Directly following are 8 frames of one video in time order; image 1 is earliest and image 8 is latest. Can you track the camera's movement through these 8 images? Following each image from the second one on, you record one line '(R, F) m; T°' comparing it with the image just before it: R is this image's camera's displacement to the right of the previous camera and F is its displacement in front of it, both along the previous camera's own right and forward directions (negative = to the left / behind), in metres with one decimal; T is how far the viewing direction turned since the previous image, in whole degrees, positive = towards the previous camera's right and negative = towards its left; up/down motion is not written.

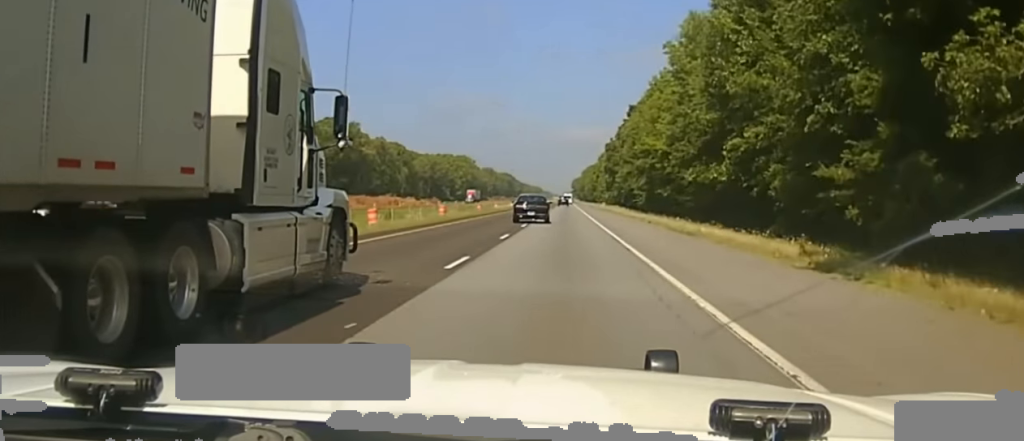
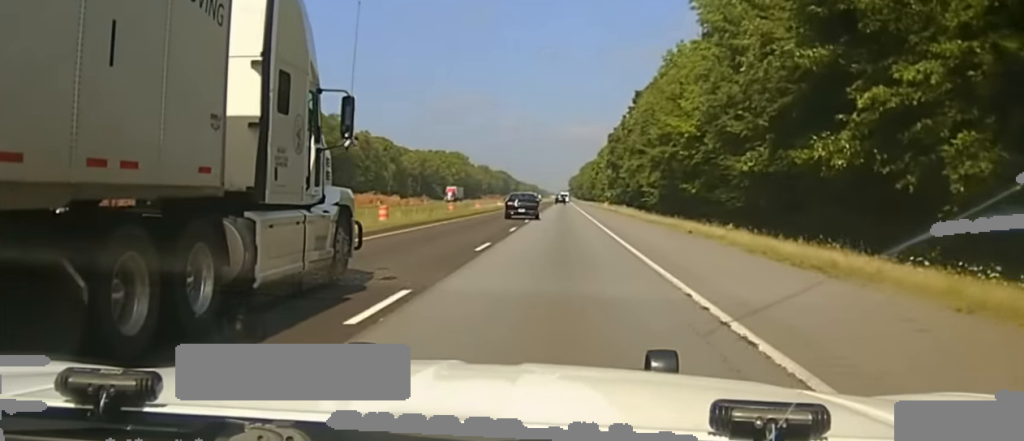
(0.0, +18.9) m; 0°
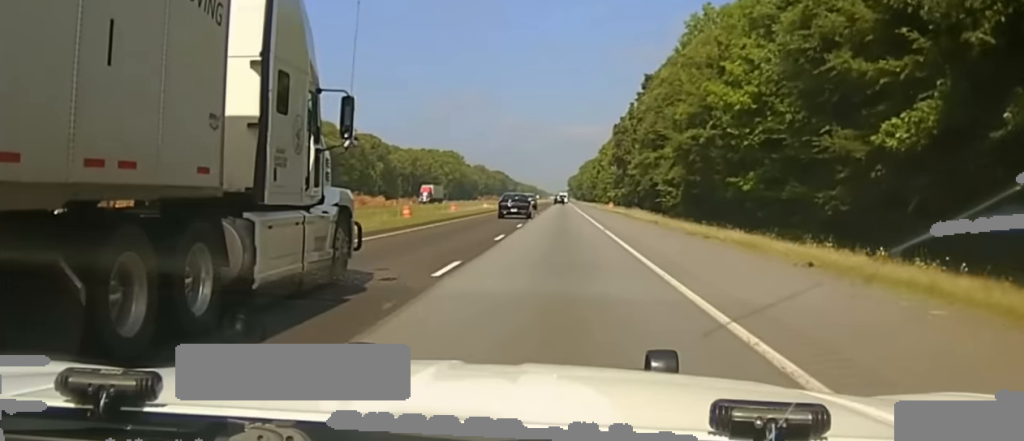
(0.0, +19.6) m; 0°
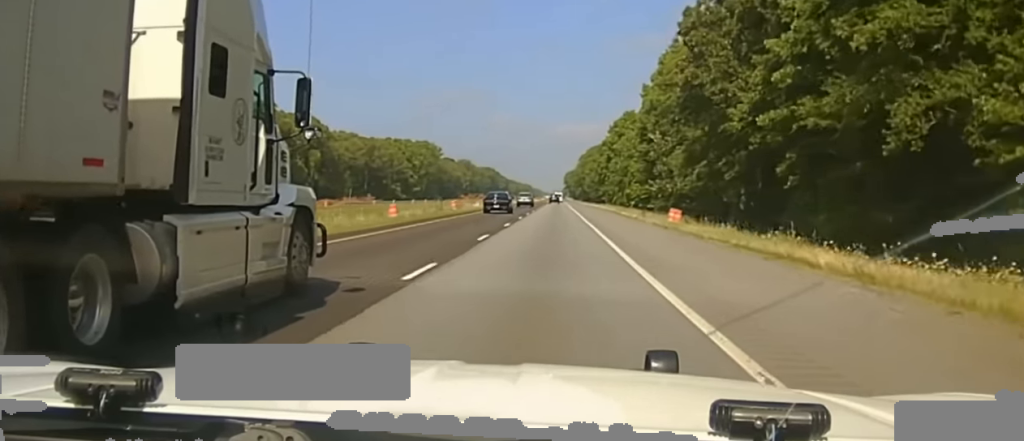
(-0.1, +69.5) m; 0°
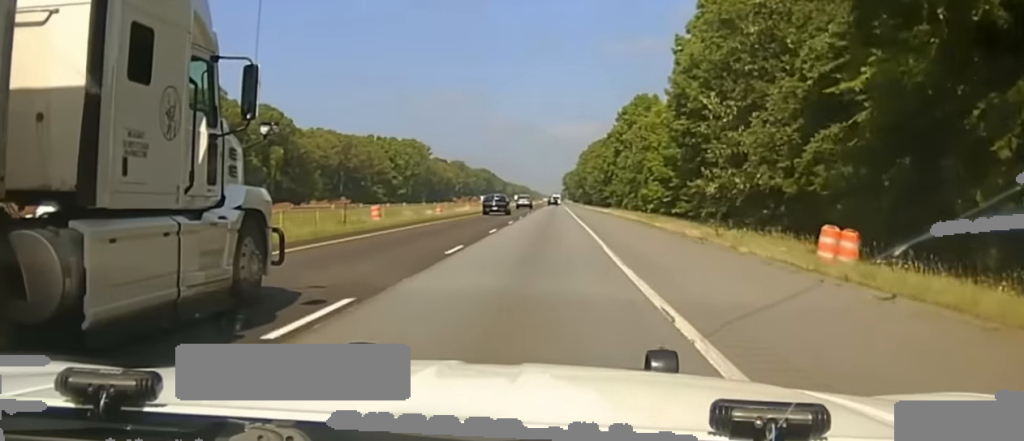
(0.0, +26.4) m; 0°
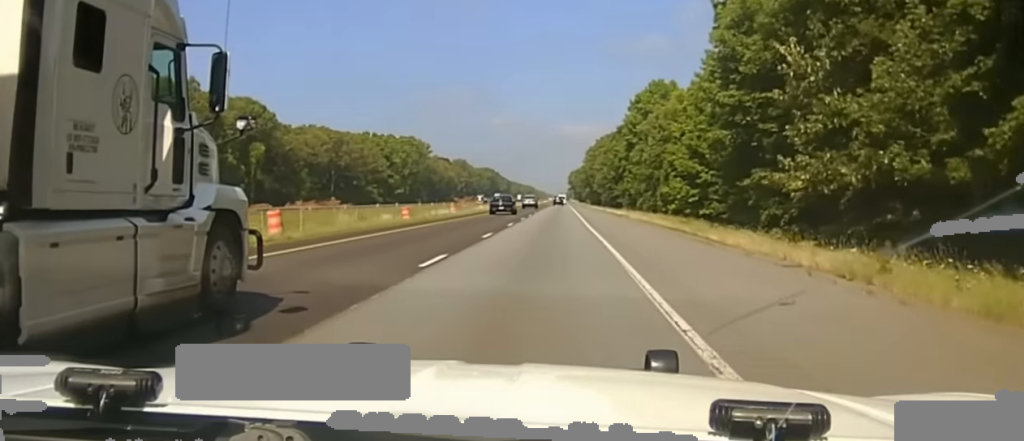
(0.0, +11.8) m; 0°
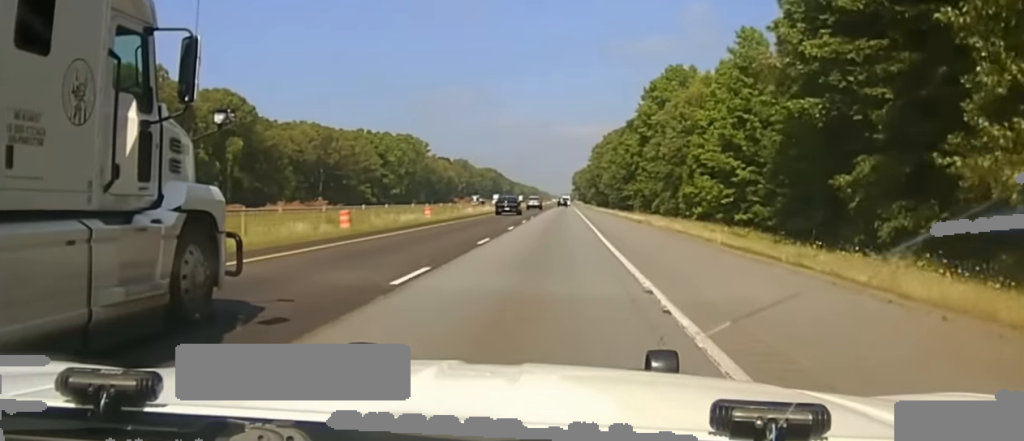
(0.0, +12.4) m; 0°
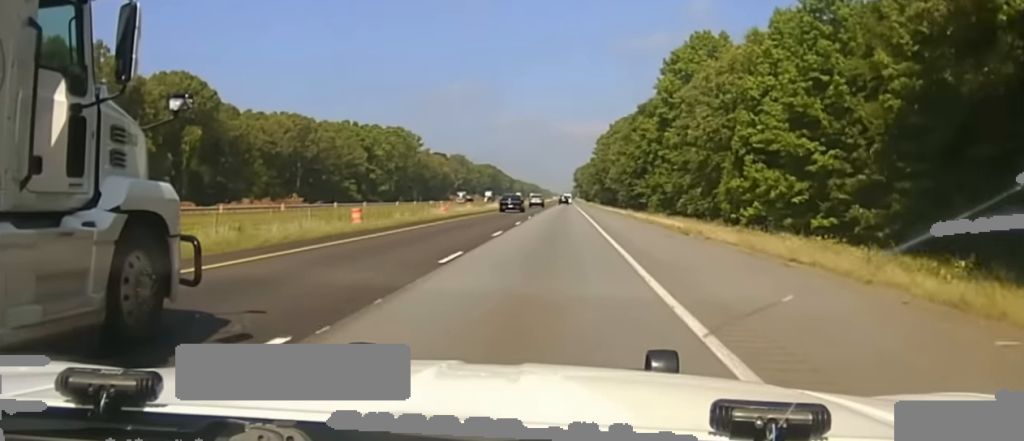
(0.0, +14.9) m; 0°
